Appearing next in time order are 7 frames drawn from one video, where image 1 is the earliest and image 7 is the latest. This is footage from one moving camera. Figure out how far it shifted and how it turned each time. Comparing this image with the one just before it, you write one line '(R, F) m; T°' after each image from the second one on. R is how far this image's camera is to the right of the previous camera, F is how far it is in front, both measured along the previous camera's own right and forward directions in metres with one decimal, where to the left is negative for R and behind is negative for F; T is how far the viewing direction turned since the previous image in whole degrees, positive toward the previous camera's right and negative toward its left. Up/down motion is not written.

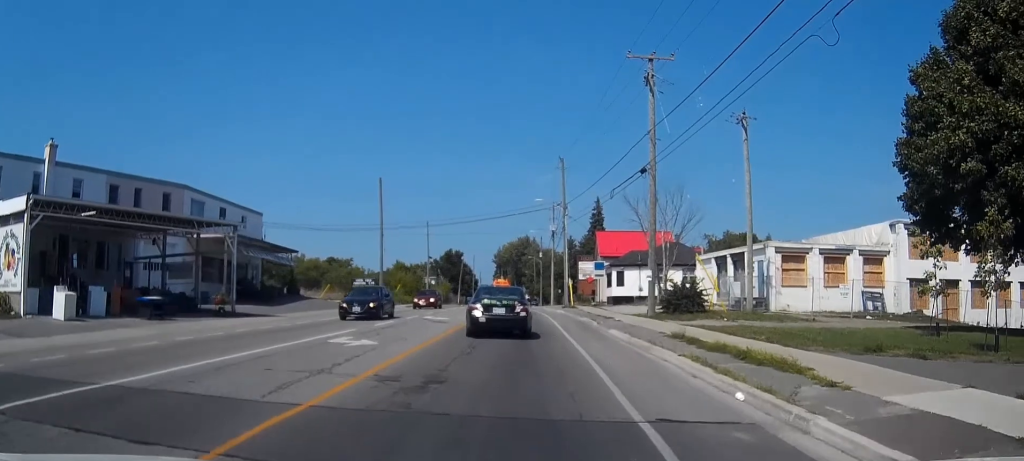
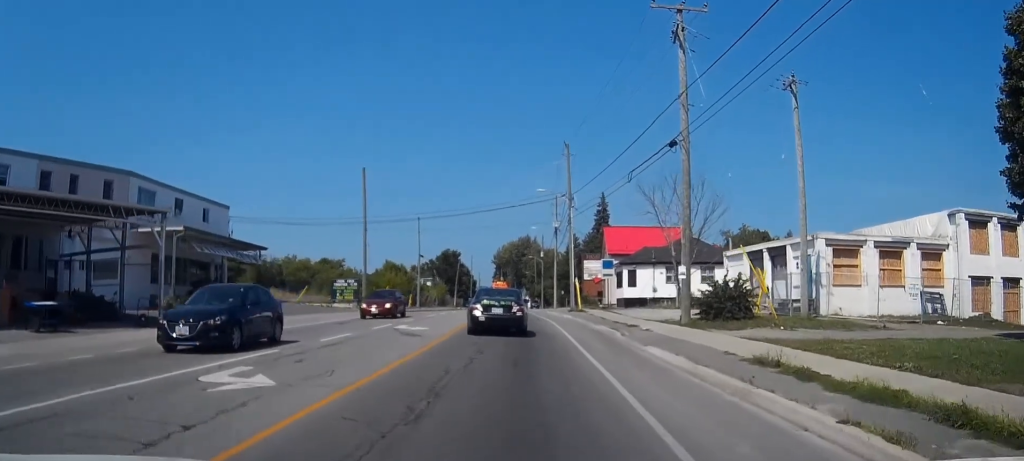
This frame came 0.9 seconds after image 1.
(-0.1, +7.2) m; -2°
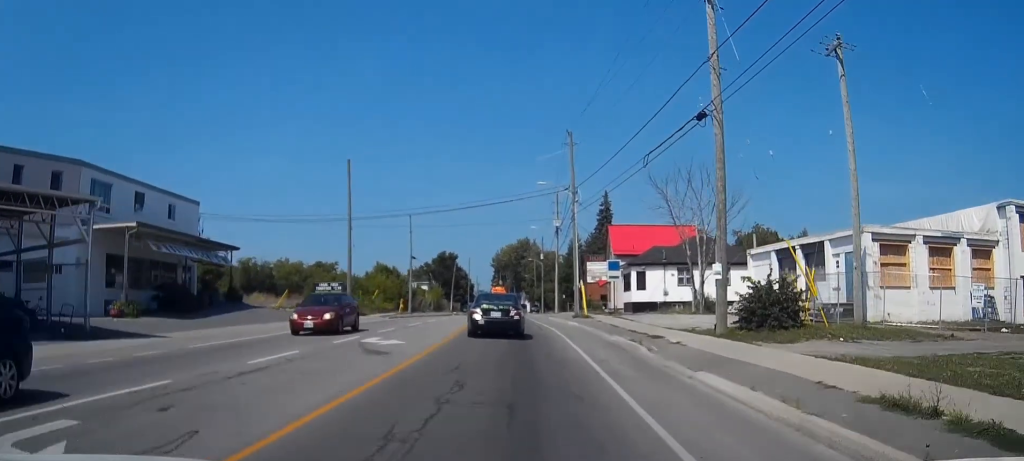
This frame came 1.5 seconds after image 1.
(-0.1, +5.1) m; 0°
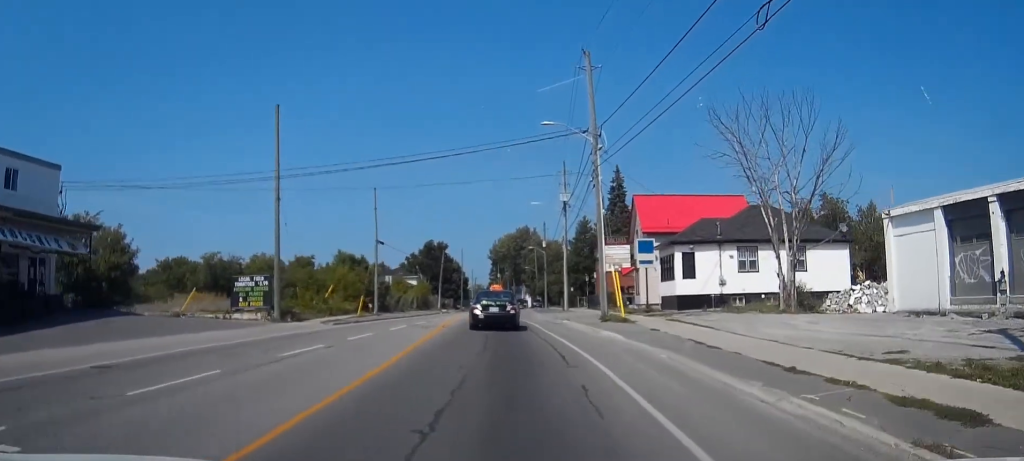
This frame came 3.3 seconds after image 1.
(-0.1, +16.8) m; -1°
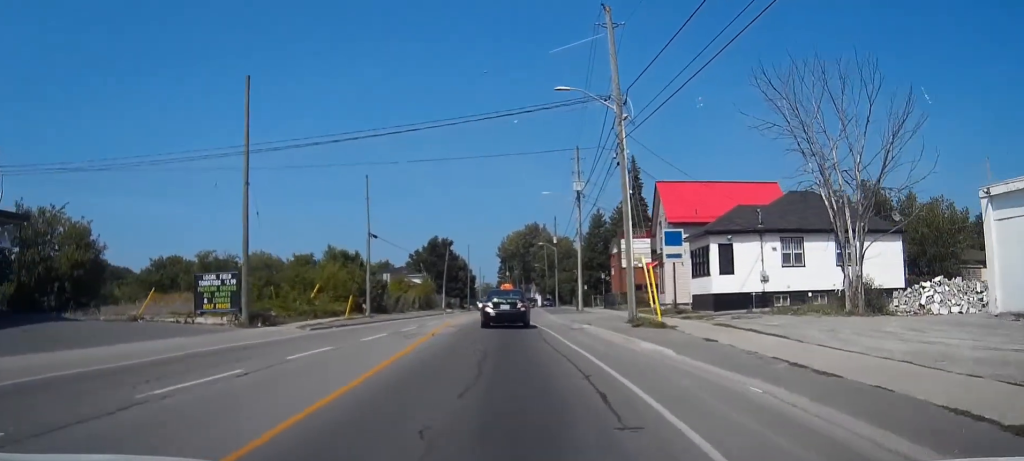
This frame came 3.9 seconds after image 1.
(0.0, +6.0) m; 0°
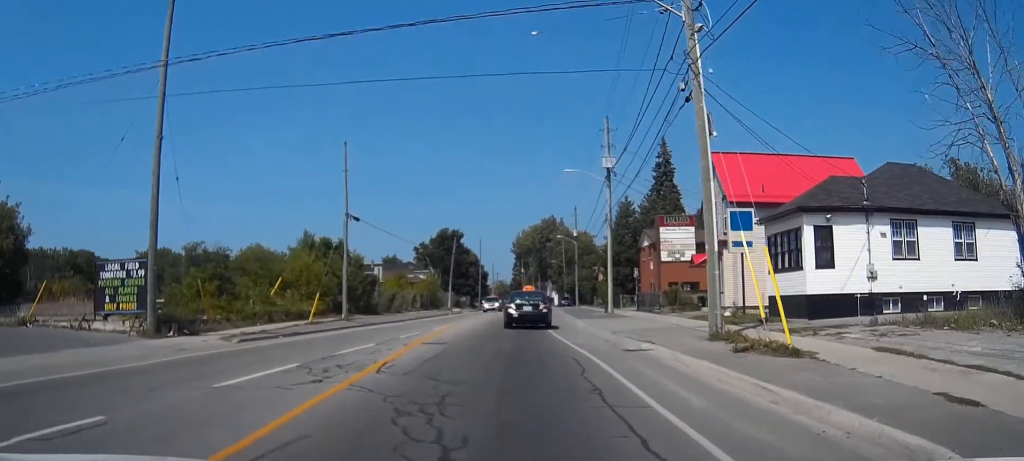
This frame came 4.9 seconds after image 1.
(-0.1, +10.5) m; -1°
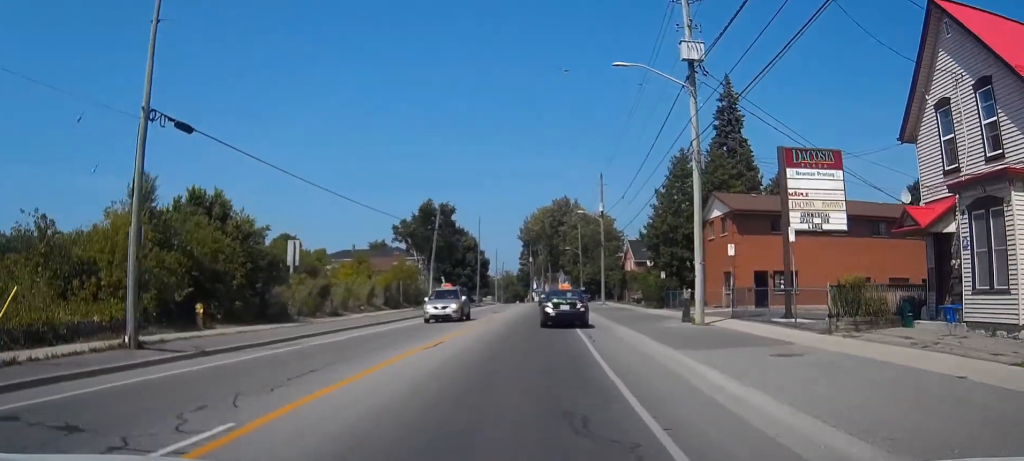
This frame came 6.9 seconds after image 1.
(0.0, +22.7) m; 0°
